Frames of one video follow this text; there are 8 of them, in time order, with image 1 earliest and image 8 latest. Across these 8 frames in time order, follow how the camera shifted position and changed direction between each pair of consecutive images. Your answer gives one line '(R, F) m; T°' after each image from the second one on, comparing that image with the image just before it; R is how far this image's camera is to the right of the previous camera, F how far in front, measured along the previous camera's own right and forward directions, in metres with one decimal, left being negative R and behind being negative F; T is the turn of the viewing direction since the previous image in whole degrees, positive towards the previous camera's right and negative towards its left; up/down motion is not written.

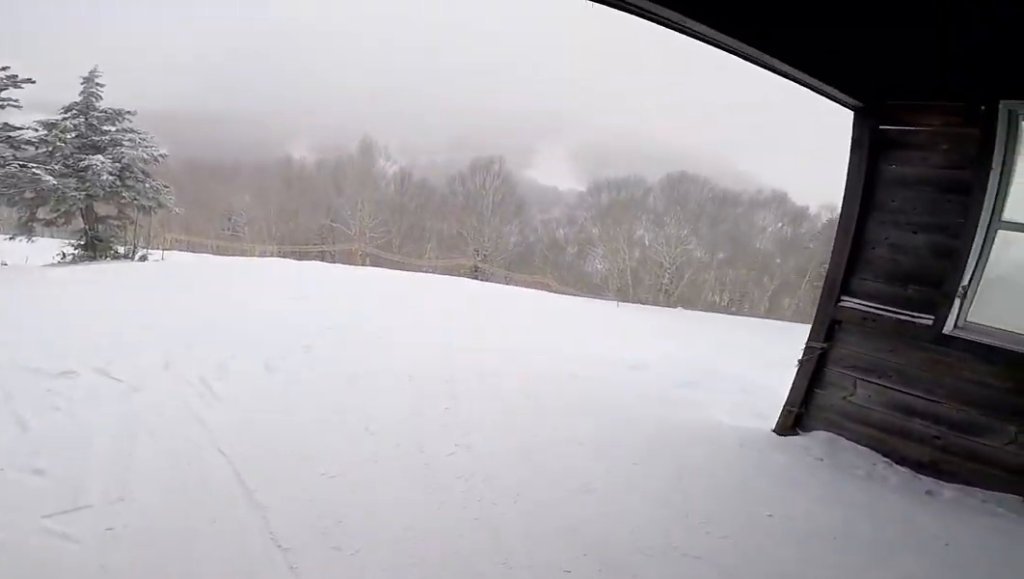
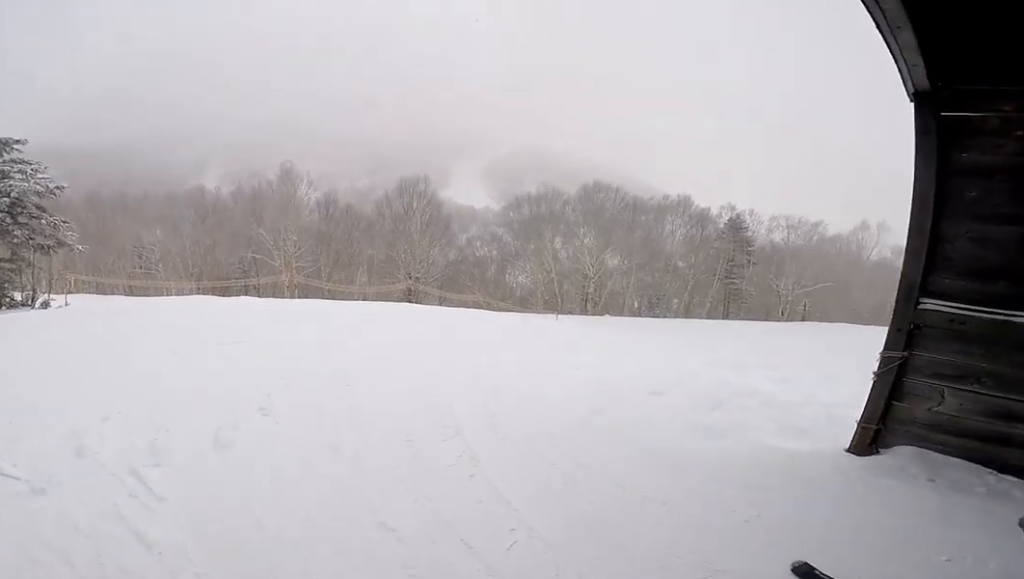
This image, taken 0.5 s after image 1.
(-0.2, +1.5) m; -6°
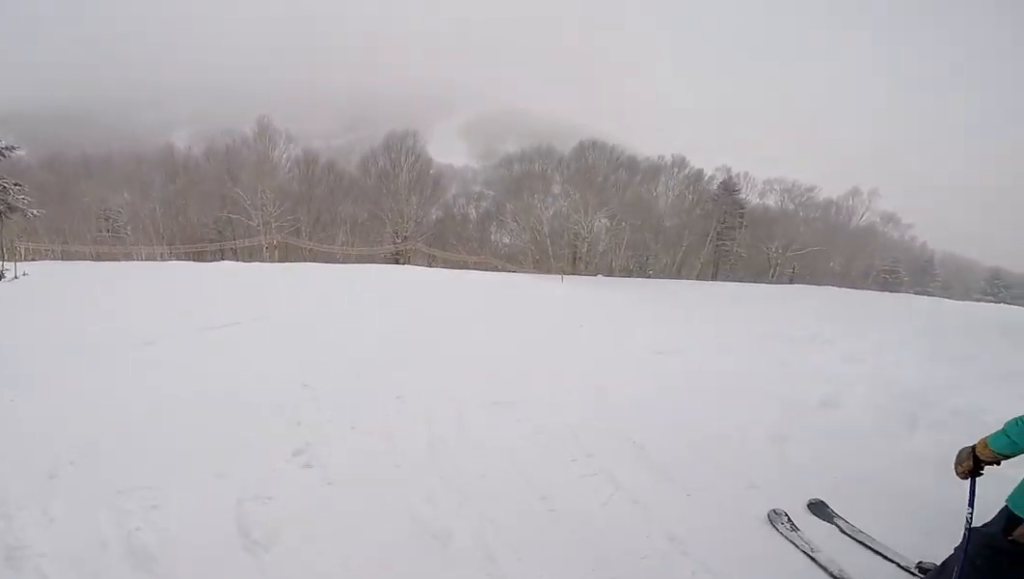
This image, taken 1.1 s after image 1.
(0.0, +2.3) m; +8°
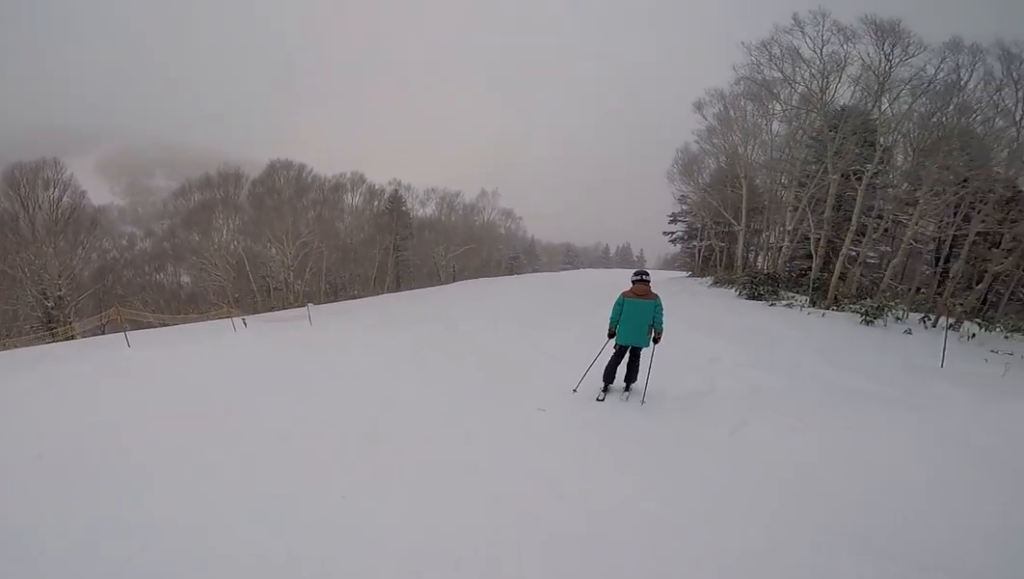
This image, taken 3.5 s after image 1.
(+3.7, +5.7) m; +64°
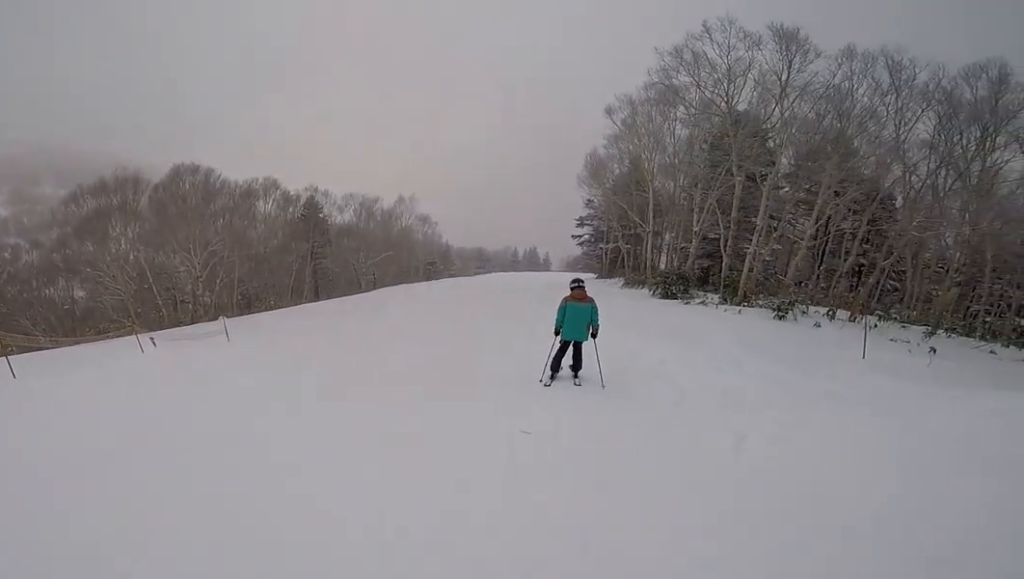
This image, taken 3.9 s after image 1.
(+0.1, +1.2) m; +4°
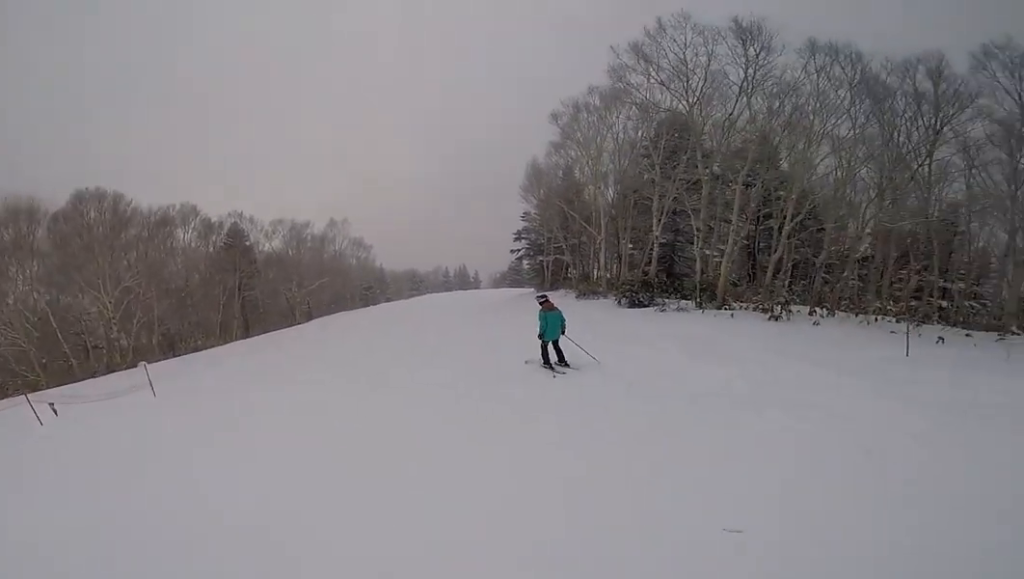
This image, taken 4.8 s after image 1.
(+0.2, +2.8) m; +17°
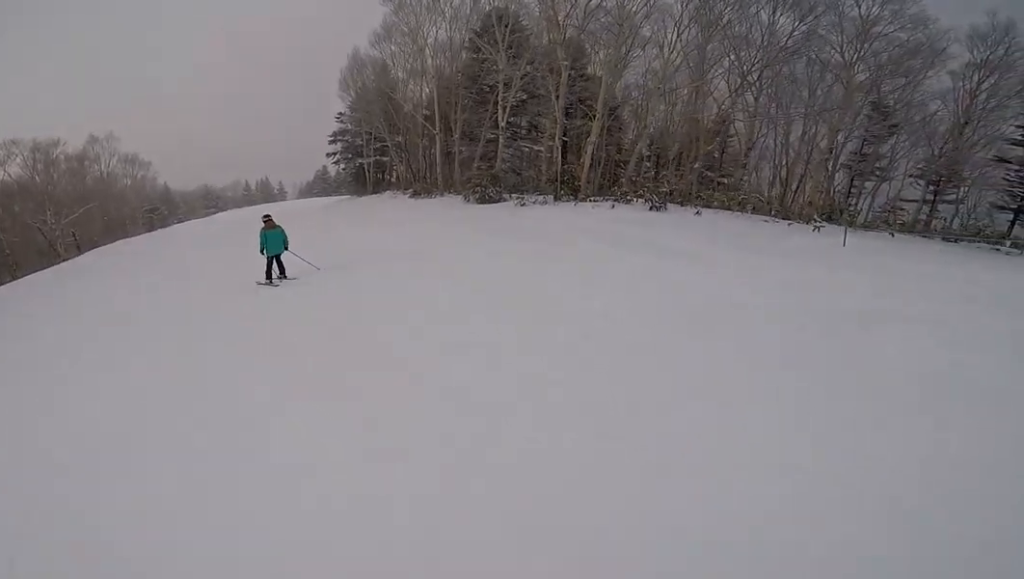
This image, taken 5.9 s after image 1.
(+1.0, +3.5) m; +26°
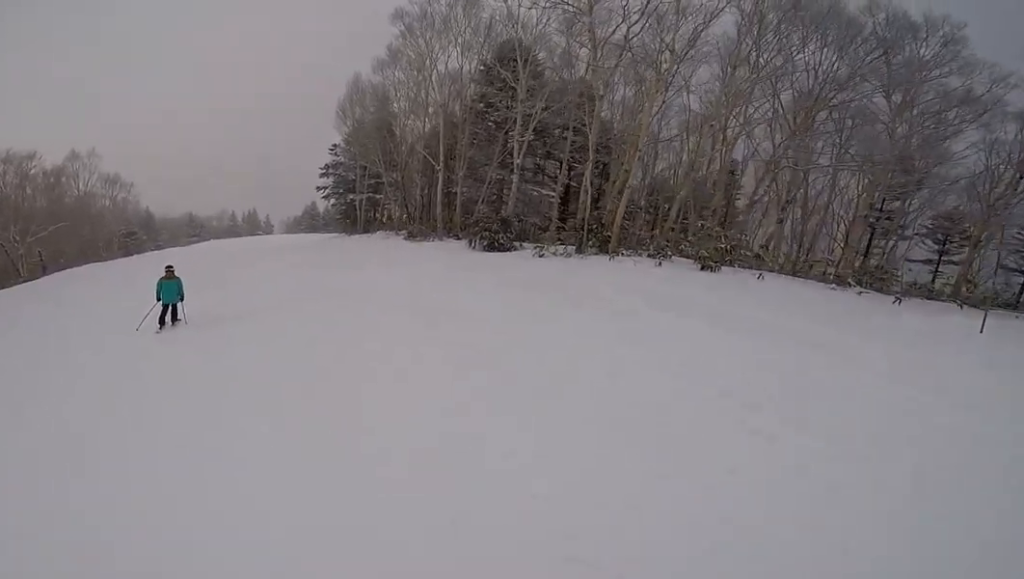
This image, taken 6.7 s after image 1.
(+0.4, +2.8) m; +7°
